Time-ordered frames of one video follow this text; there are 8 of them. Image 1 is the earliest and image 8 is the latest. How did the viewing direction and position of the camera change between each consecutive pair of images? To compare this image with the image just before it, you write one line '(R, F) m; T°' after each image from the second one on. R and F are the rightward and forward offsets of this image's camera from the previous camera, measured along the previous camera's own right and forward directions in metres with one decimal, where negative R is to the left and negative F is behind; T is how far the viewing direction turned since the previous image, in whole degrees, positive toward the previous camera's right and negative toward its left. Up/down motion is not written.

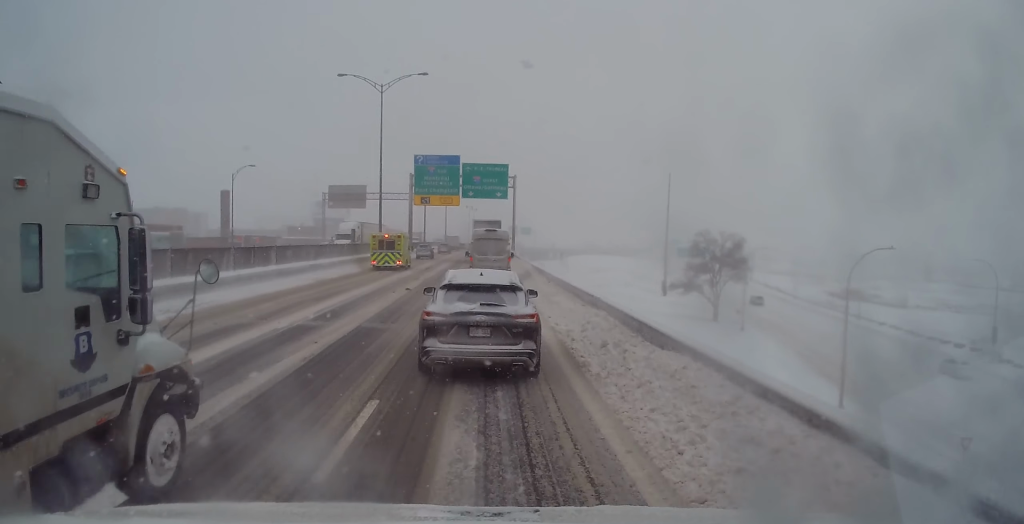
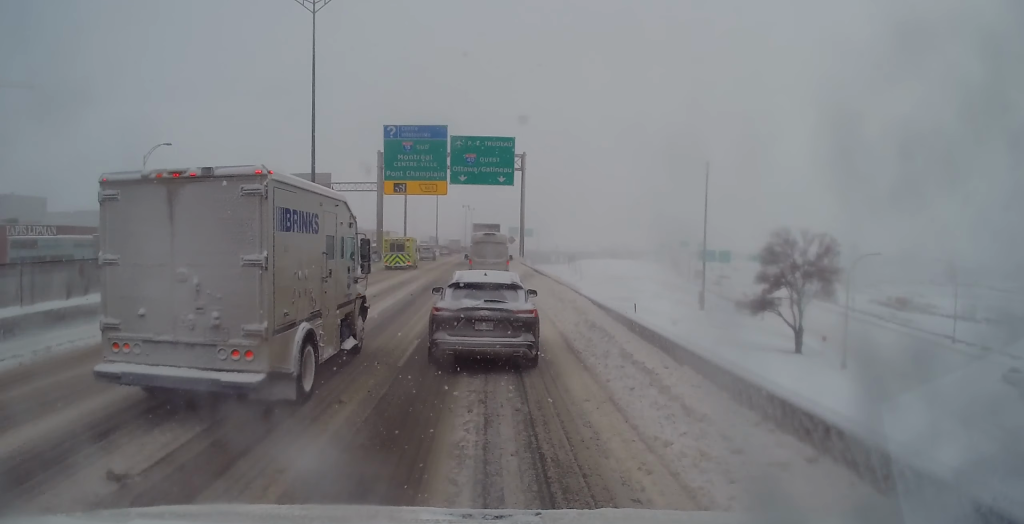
(0.0, +21.5) m; +1°
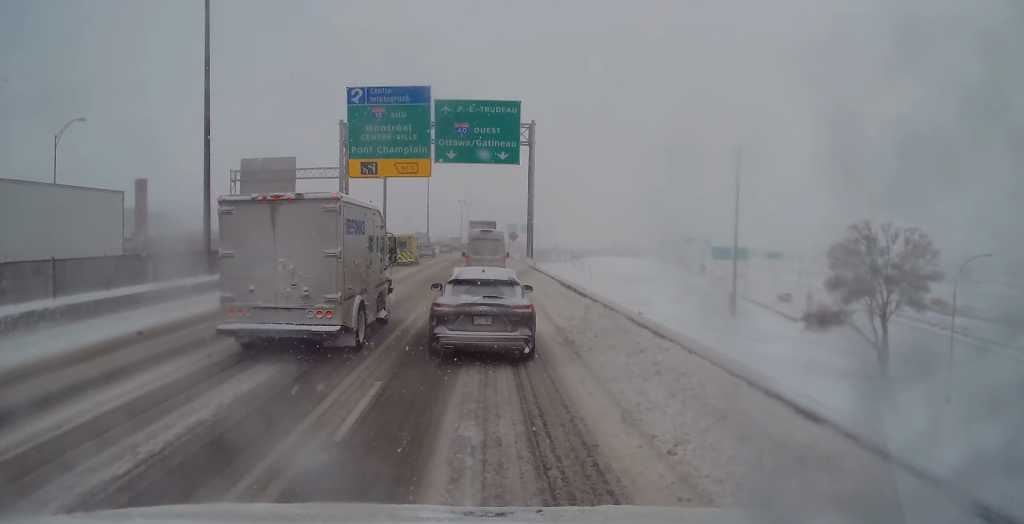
(+0.3, +13.3) m; +2°
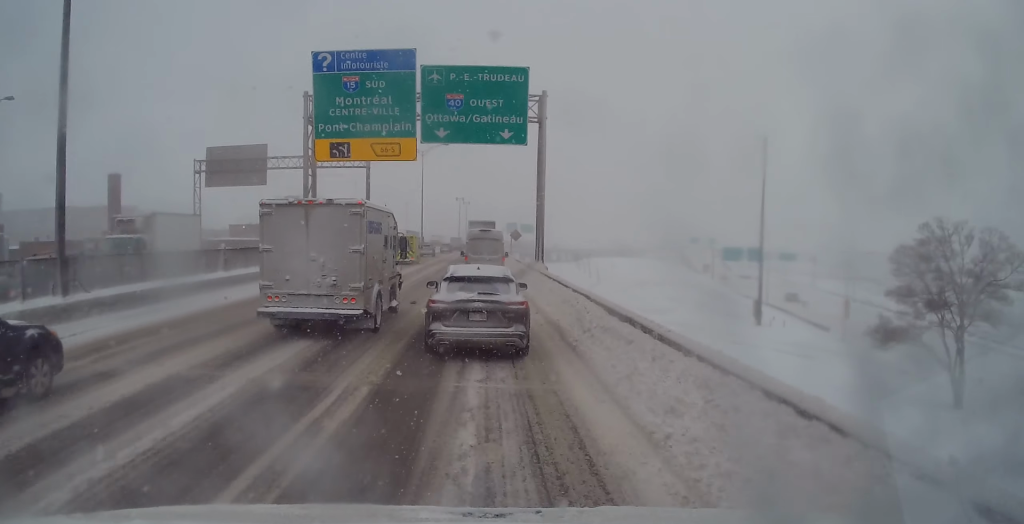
(0.0, +8.3) m; -2°
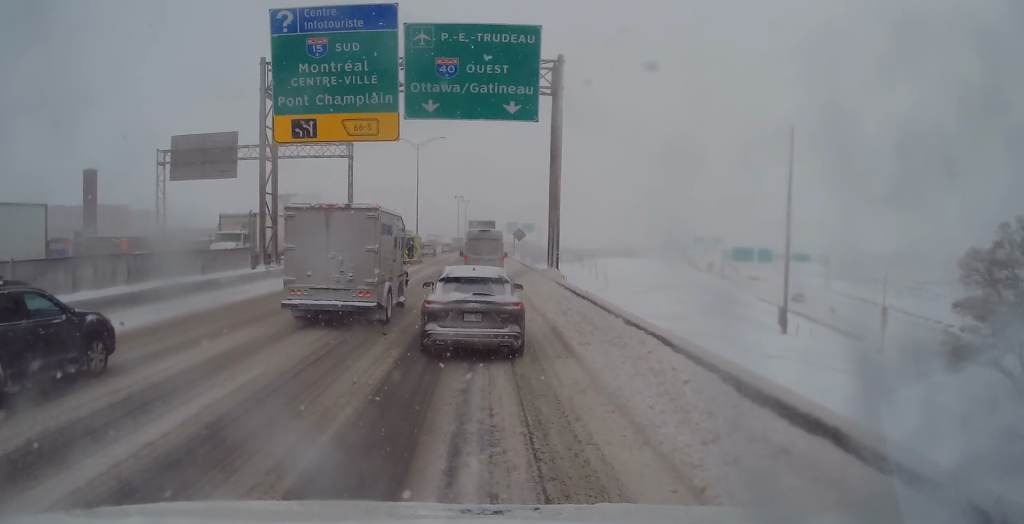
(0.0, +6.8) m; -1°
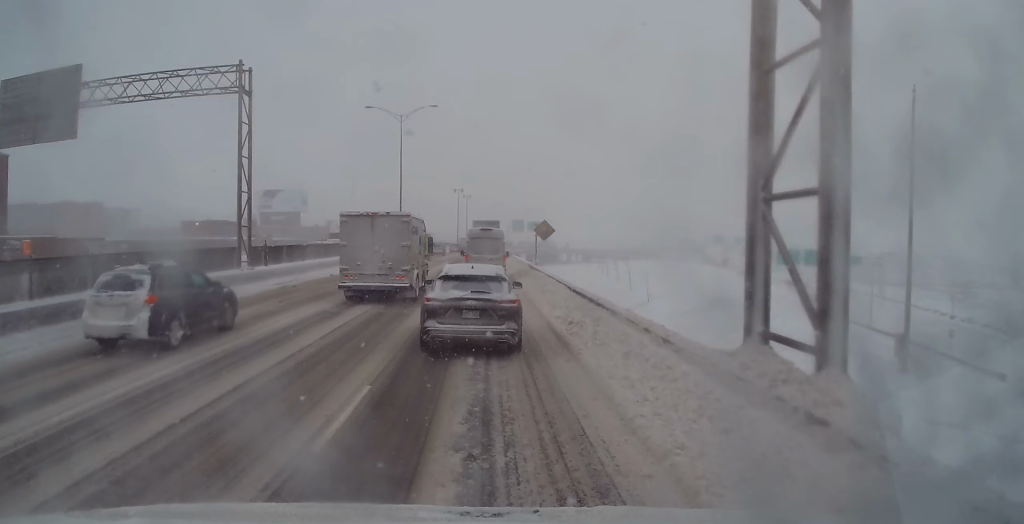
(-0.2, +21.4) m; 0°
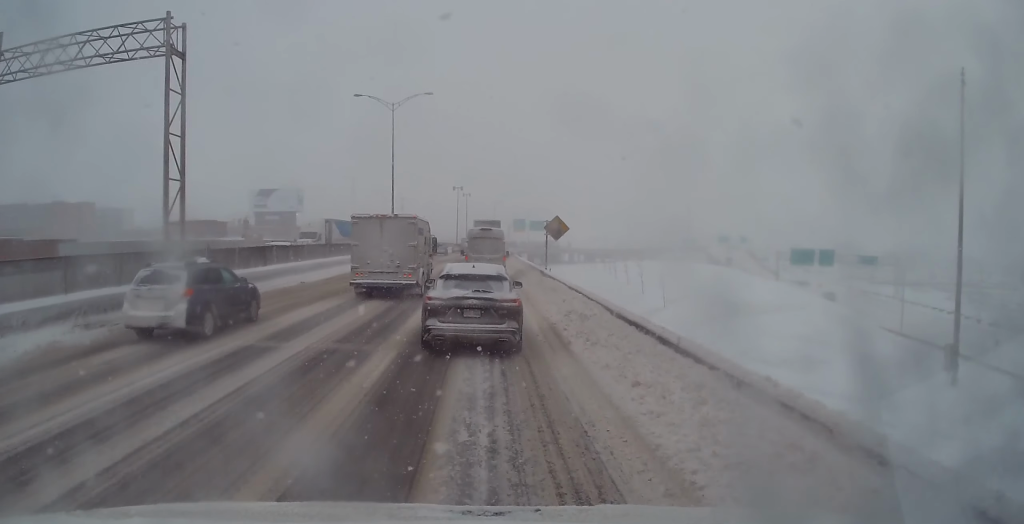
(-0.1, +6.1) m; 0°
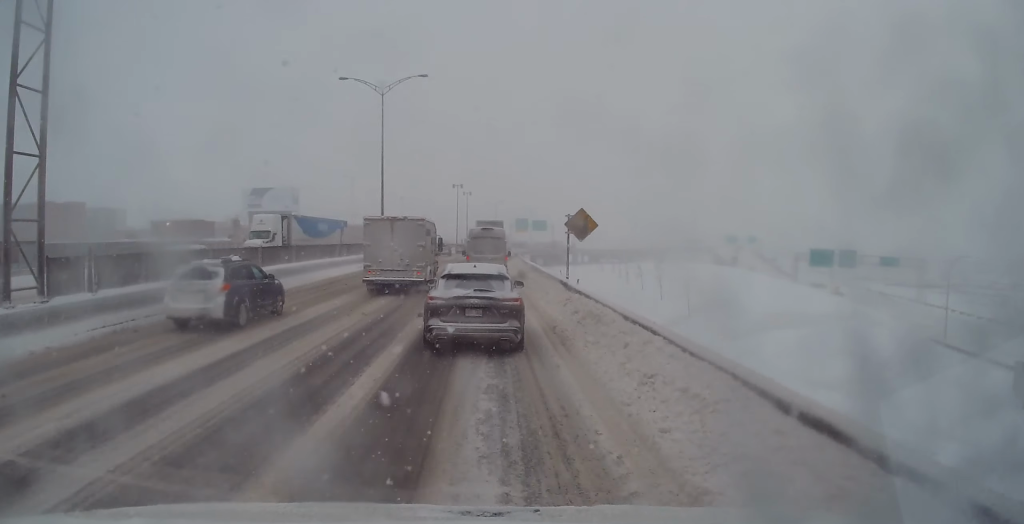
(0.0, +7.2) m; 0°
